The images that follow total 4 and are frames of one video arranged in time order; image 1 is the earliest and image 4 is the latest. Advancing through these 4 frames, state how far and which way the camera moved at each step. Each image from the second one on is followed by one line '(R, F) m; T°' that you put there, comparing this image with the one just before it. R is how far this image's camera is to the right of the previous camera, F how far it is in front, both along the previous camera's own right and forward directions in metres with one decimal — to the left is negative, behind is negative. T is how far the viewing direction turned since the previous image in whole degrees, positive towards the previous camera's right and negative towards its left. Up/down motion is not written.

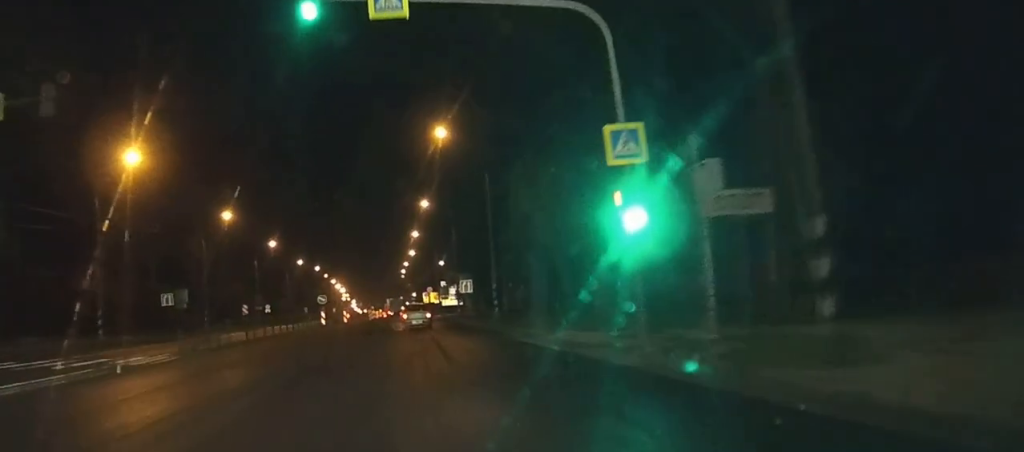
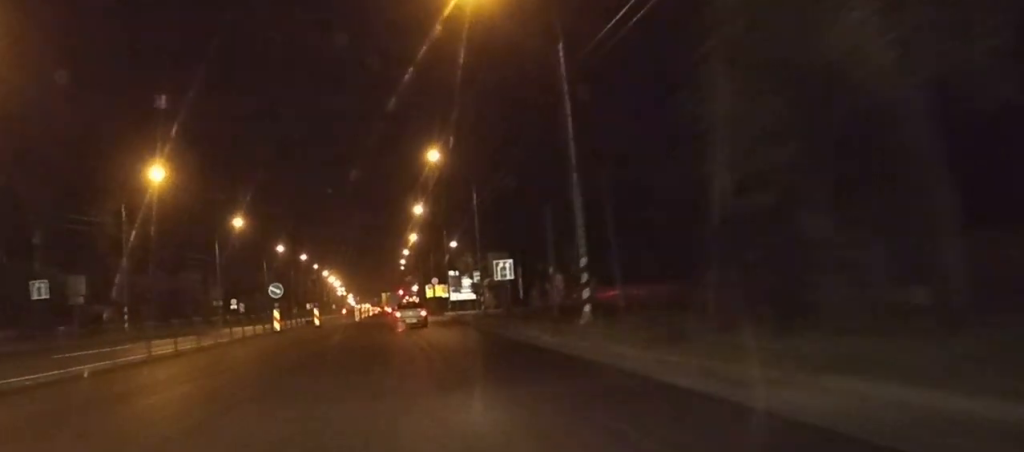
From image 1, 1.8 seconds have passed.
(0.0, +24.5) m; 0°
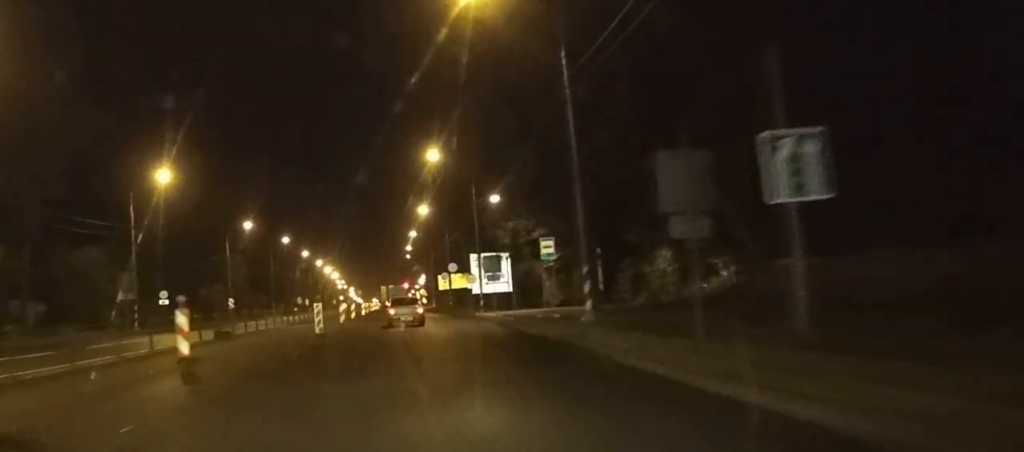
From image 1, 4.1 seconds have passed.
(-0.3, +30.5) m; -1°
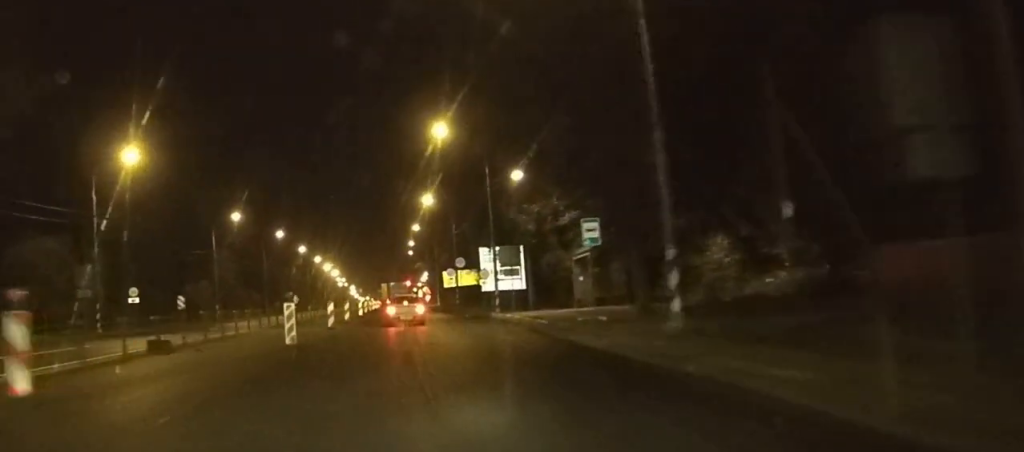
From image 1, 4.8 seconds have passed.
(0.0, +8.1) m; 0°
